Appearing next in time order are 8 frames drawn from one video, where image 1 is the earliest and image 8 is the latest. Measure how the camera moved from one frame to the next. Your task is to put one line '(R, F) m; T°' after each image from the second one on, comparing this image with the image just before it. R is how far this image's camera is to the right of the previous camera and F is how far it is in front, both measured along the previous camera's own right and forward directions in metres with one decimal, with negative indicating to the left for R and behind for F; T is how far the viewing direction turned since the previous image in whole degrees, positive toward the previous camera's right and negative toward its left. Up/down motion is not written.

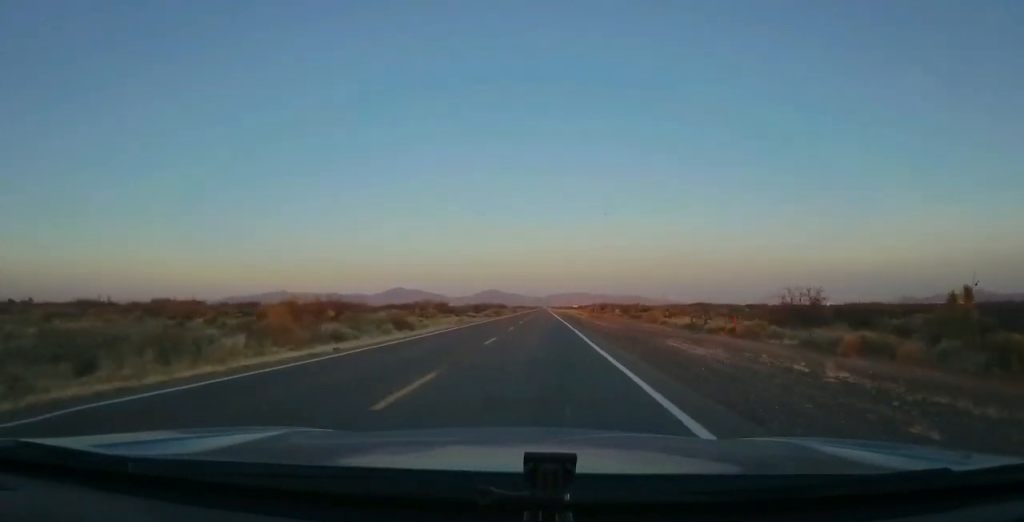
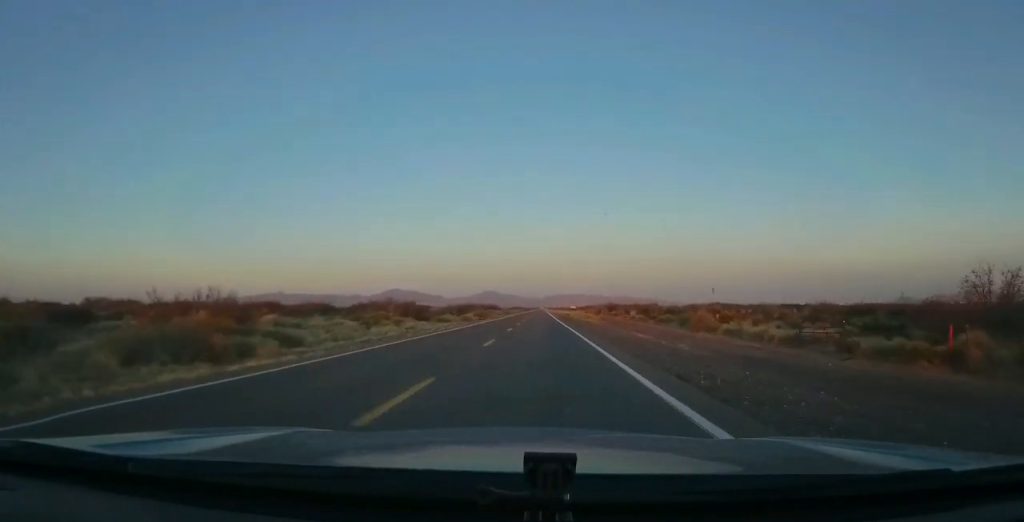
(-0.4, +24.5) m; 0°
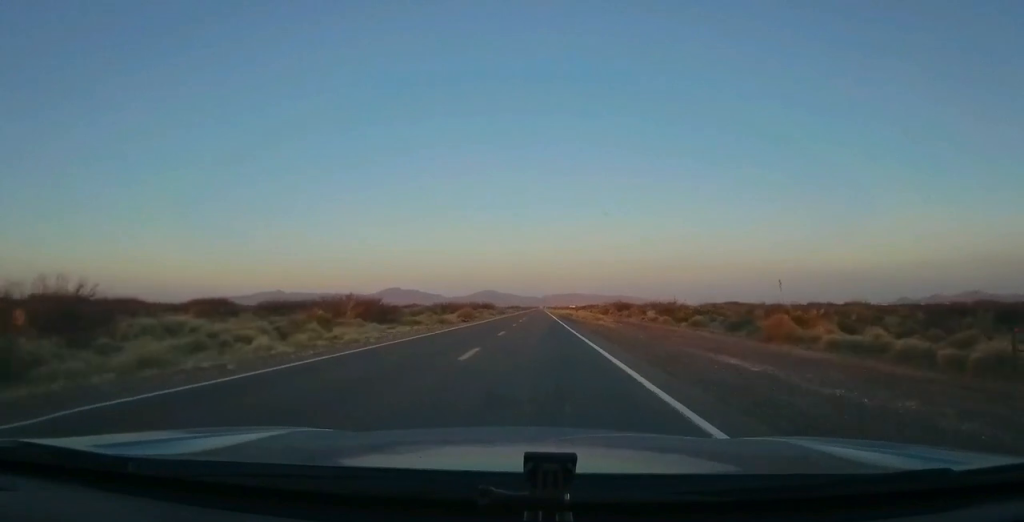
(0.0, +16.6) m; 0°
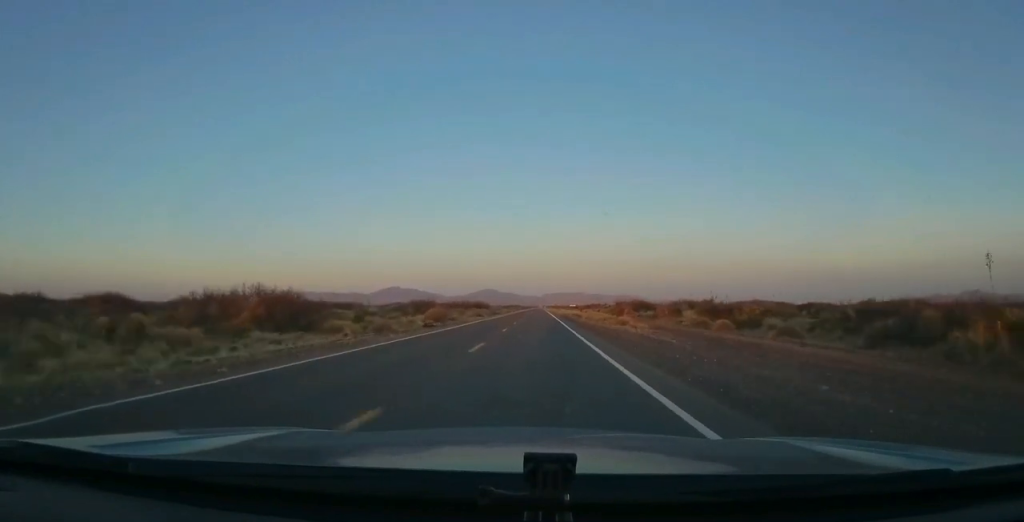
(+0.3, +21.5) m; +1°
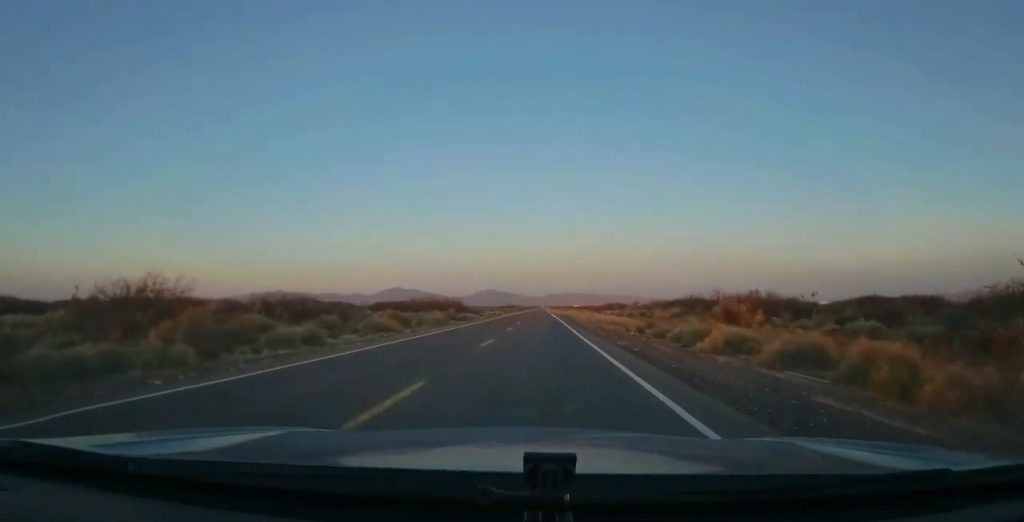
(0.0, +56.5) m; 0°
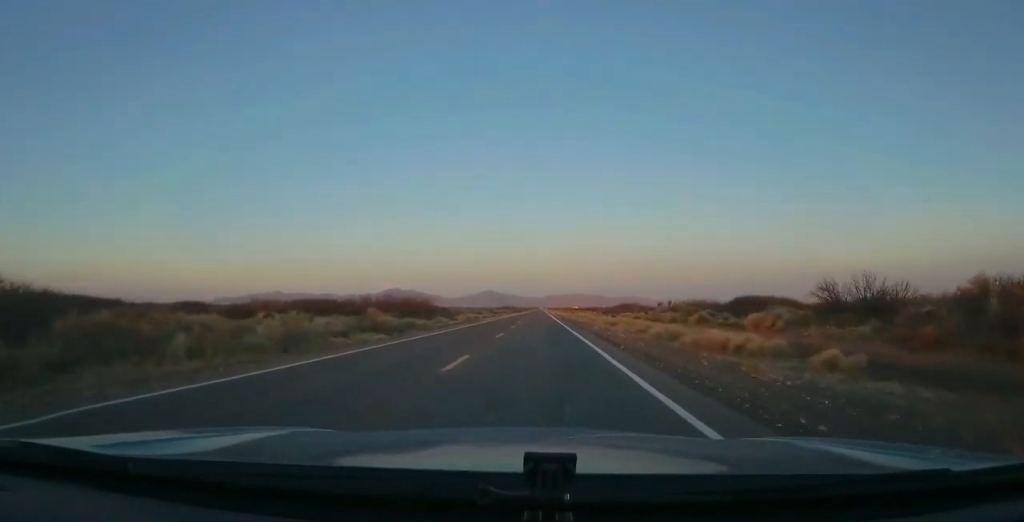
(0.0, +30.2) m; -1°
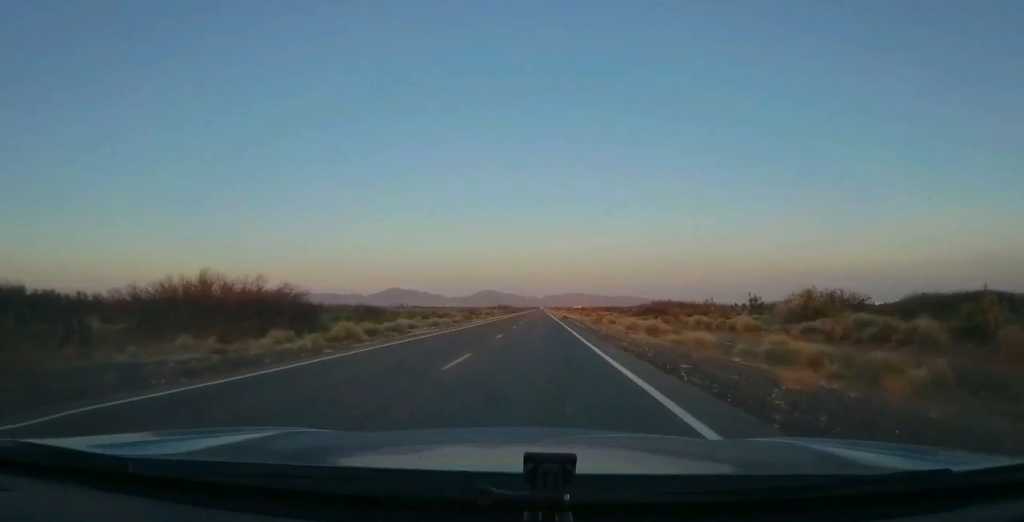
(-0.2, +46.8) m; +1°
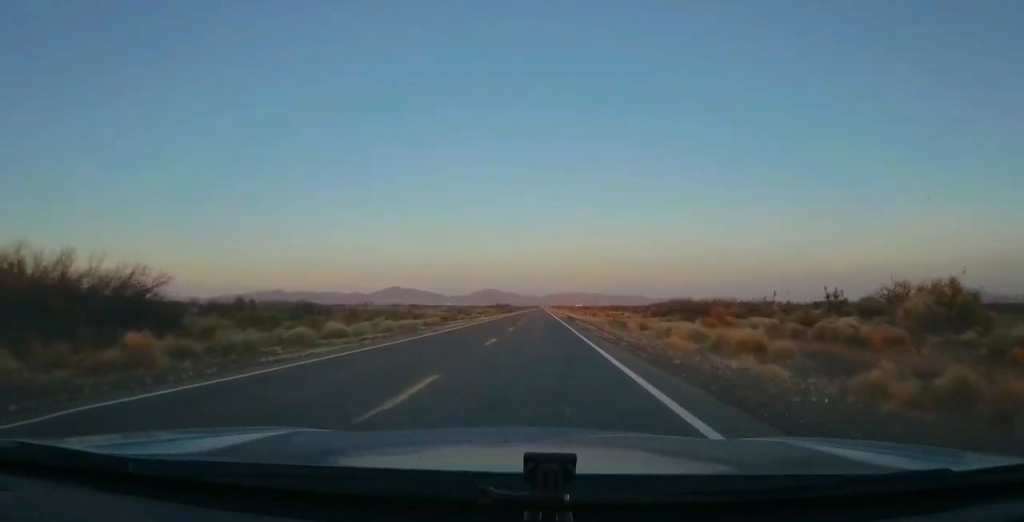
(+0.1, +16.6) m; 0°
